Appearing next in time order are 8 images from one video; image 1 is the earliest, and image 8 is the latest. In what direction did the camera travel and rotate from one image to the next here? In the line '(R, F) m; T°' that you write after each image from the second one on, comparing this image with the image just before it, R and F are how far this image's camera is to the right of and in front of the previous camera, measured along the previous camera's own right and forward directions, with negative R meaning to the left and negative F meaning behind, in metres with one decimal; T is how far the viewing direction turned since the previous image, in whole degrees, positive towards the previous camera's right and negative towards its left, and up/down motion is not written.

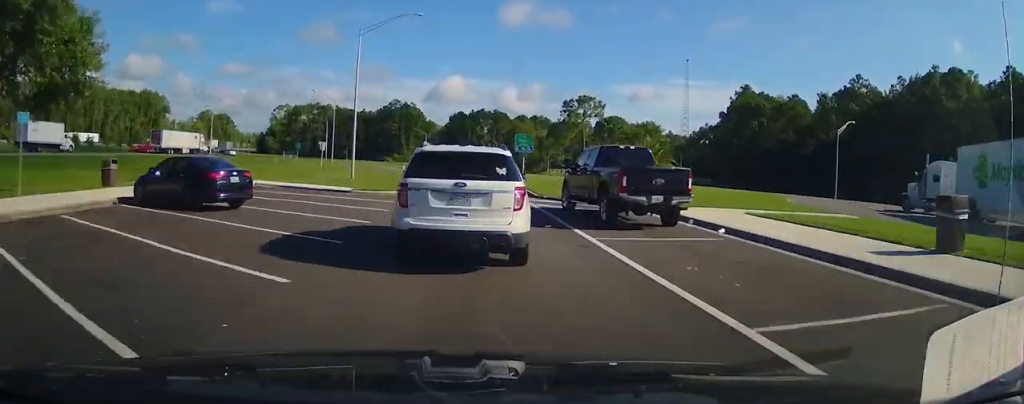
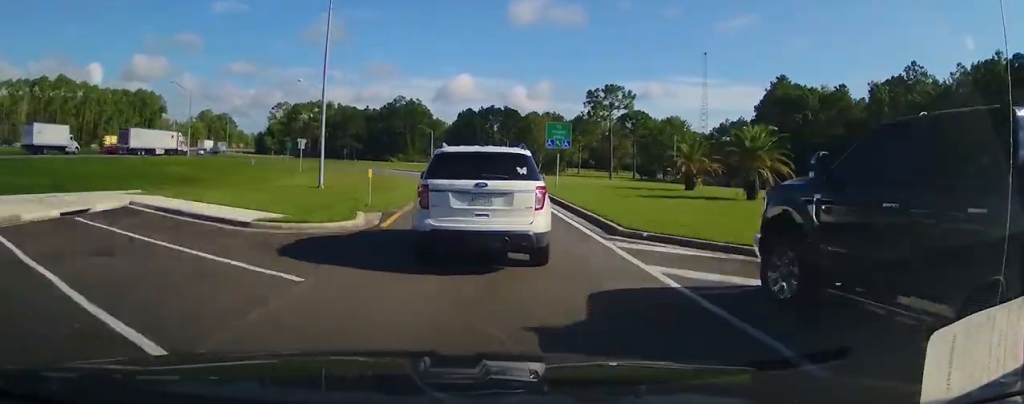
(-0.3, +15.7) m; -5°
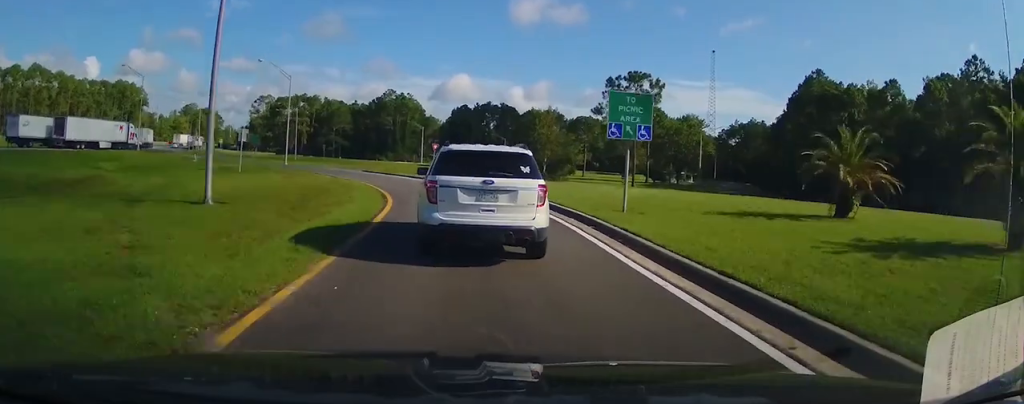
(+0.8, +15.9) m; -8°
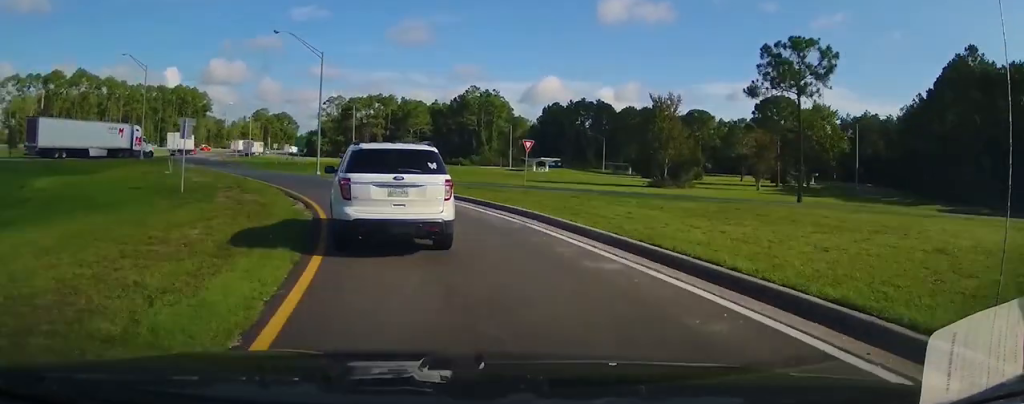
(-3.4, +21.1) m; -13°
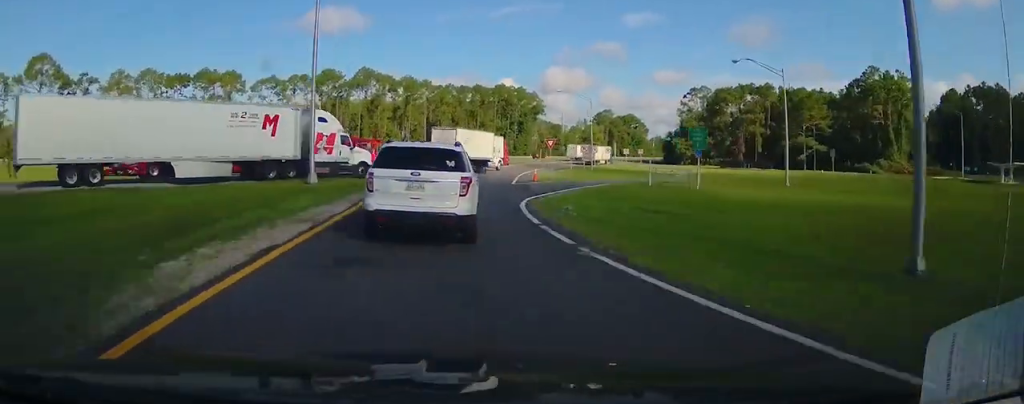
(-7.4, +37.9) m; -12°
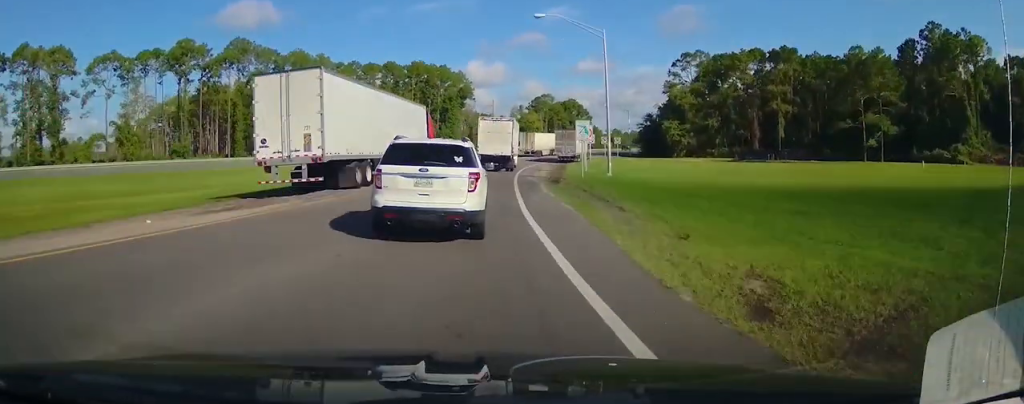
(+1.7, +44.6) m; +6°
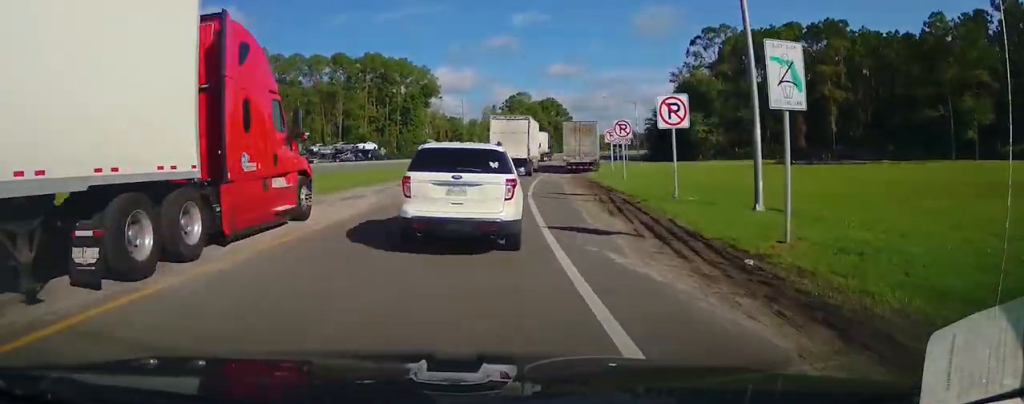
(+0.7, +25.5) m; +5°
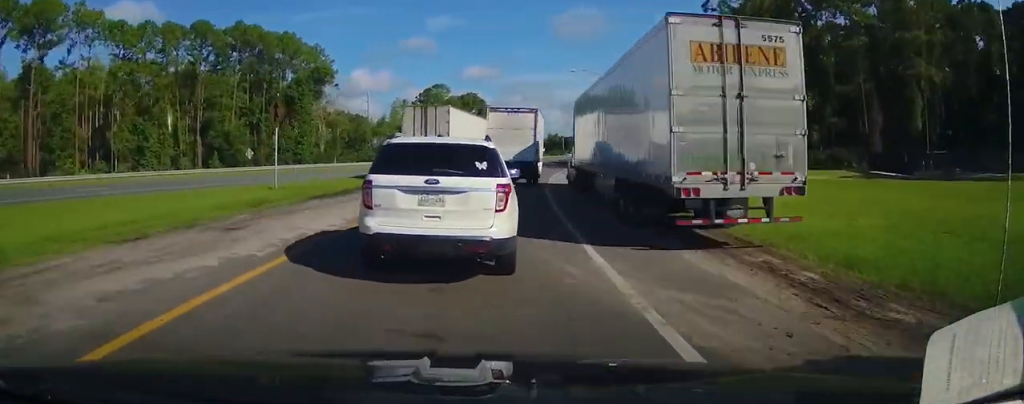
(+2.2, +33.3) m; +9°
